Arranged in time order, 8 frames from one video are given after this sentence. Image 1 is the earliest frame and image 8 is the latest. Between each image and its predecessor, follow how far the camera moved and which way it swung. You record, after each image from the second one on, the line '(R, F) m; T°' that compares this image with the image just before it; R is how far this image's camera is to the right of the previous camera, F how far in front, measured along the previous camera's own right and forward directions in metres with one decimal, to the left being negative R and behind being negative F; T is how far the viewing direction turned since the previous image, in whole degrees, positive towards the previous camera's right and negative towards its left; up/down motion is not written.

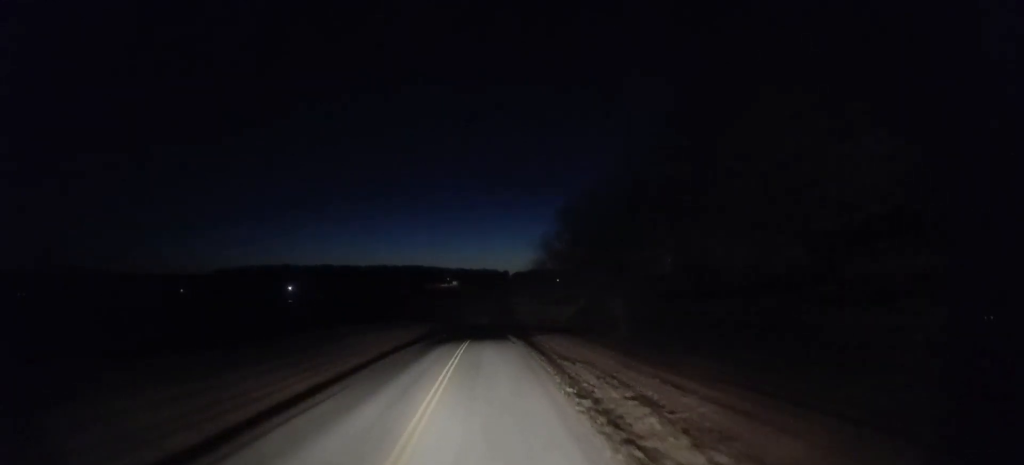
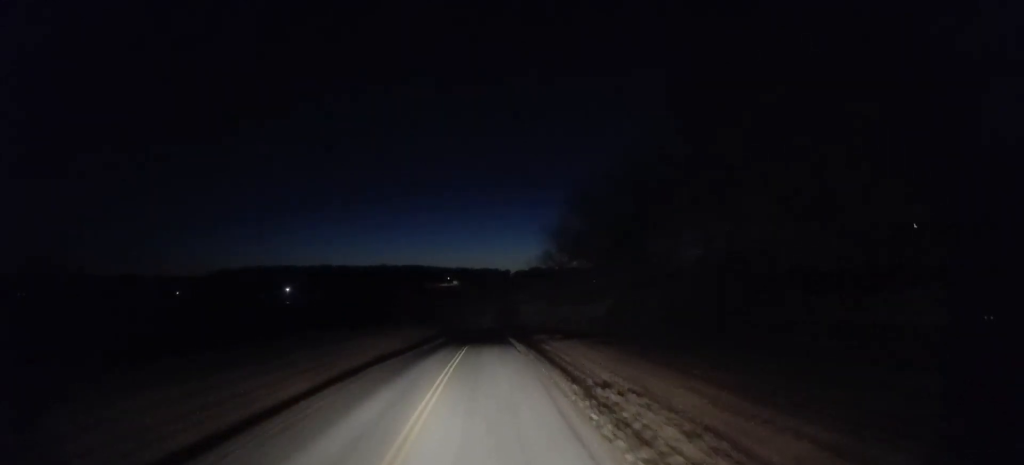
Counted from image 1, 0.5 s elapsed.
(0.0, +9.5) m; 0°
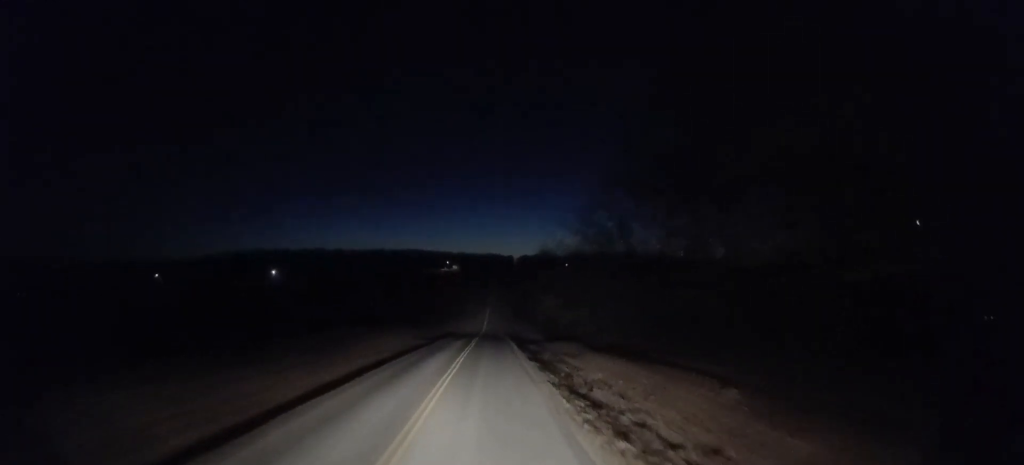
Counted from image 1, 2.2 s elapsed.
(0.0, +36.2) m; 0°
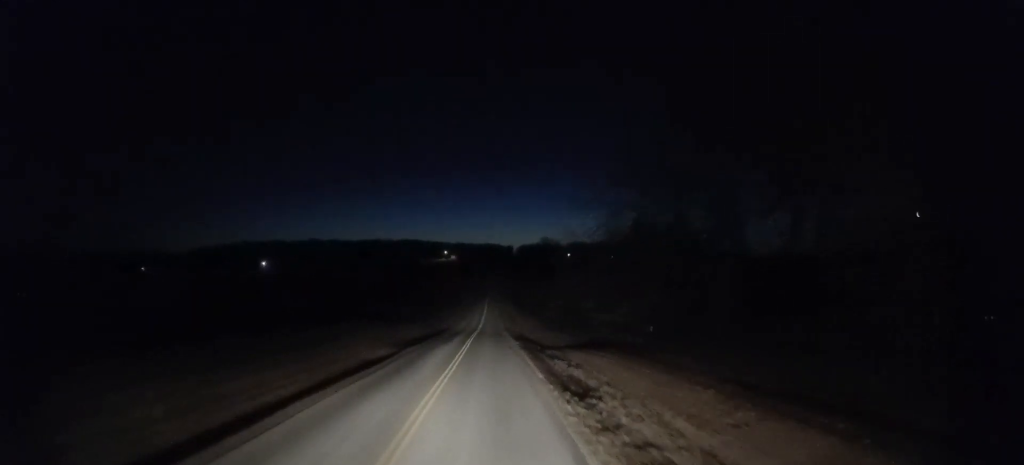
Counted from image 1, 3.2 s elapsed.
(0.0, +19.5) m; 0°
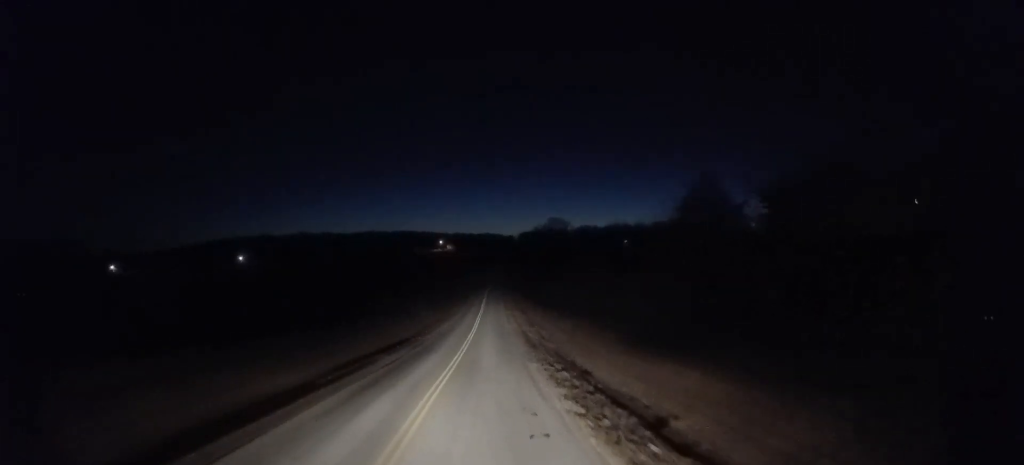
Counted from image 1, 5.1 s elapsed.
(0.0, +41.2) m; -1°
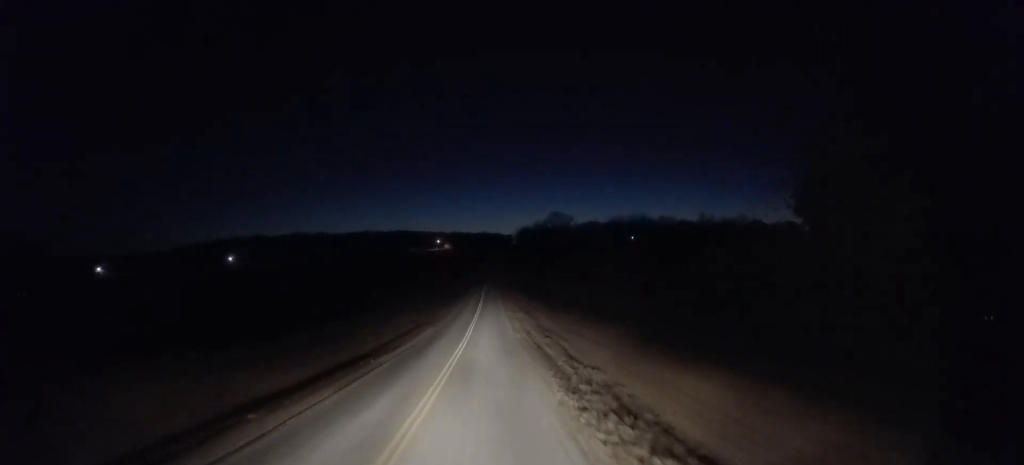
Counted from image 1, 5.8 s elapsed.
(-0.1, +15.8) m; -1°
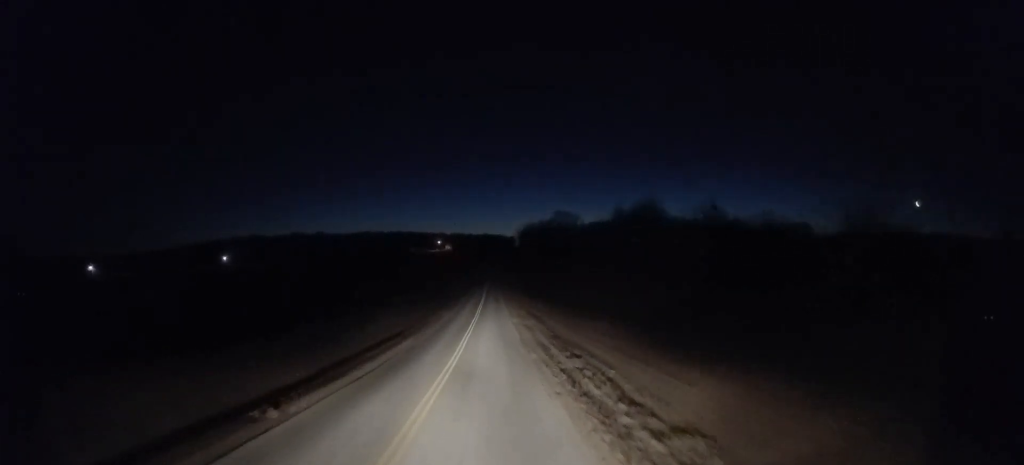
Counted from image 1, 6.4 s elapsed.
(-0.3, +11.5) m; 0°
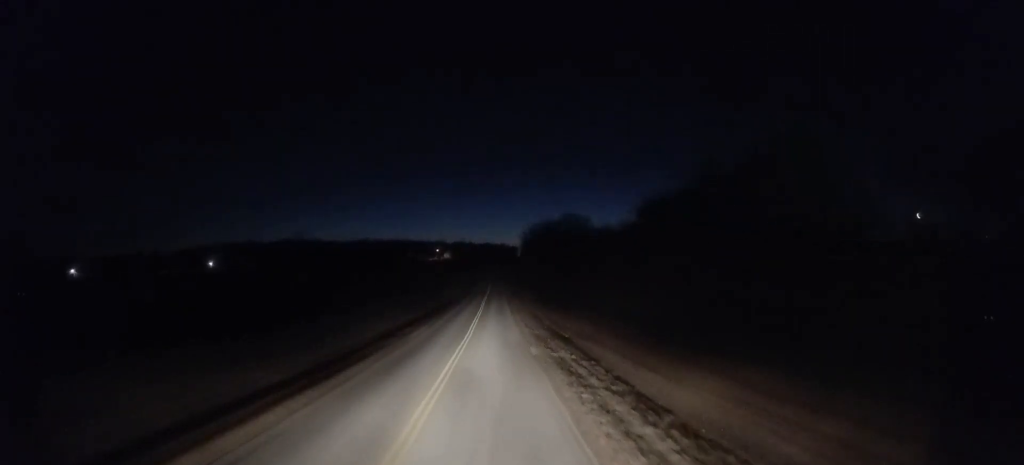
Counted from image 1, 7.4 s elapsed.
(+0.4, +21.7) m; +1°
